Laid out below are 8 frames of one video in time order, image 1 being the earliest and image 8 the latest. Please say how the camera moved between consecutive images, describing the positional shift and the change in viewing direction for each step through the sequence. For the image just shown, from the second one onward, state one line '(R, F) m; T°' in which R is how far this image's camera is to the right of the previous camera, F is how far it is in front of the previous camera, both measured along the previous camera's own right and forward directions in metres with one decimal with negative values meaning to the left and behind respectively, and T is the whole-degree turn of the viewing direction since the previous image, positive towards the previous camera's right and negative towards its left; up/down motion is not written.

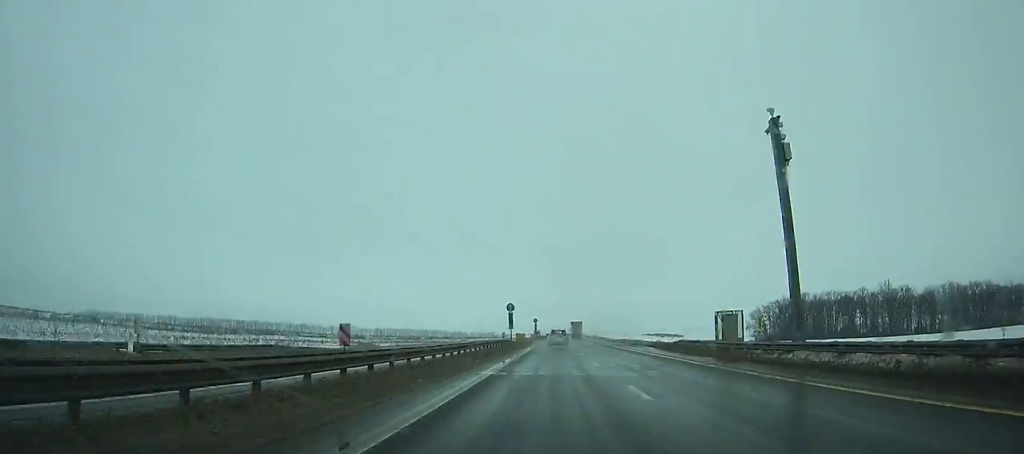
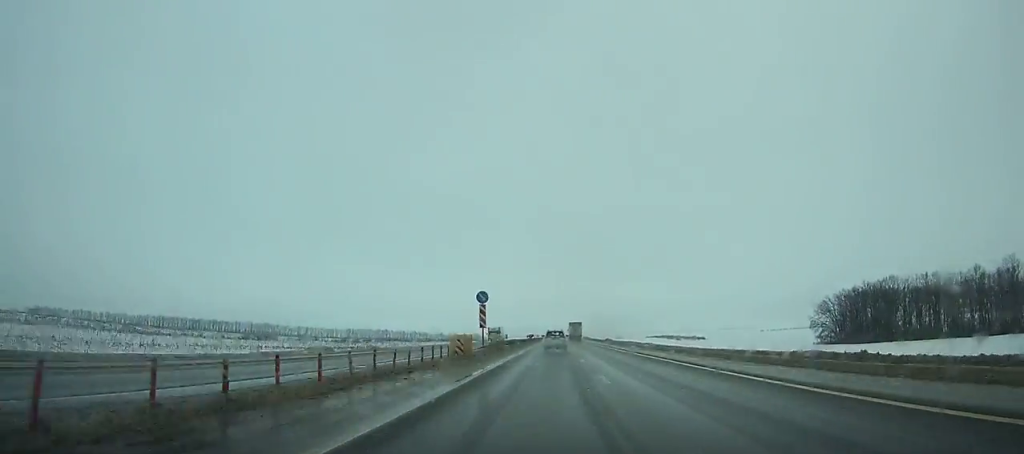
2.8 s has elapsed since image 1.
(+0.8, +82.2) m; +1°
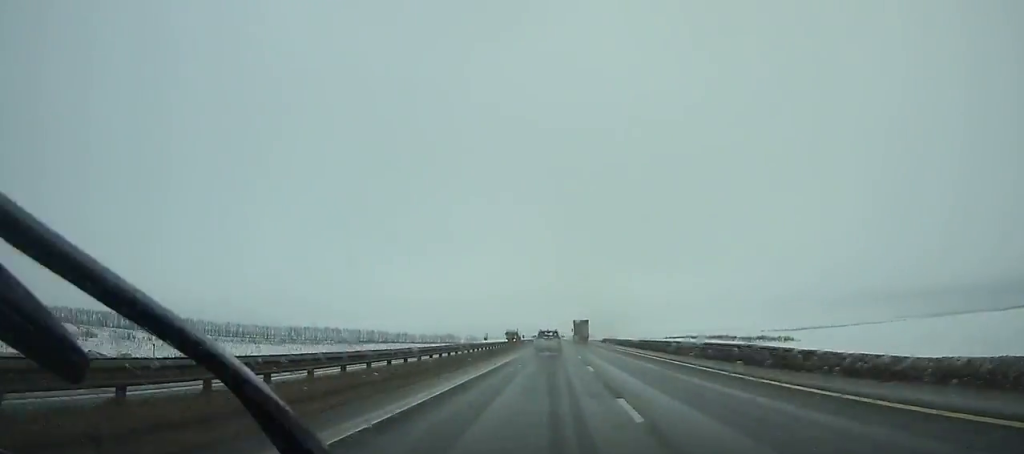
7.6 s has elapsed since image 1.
(+1.6, +140.9) m; +1°
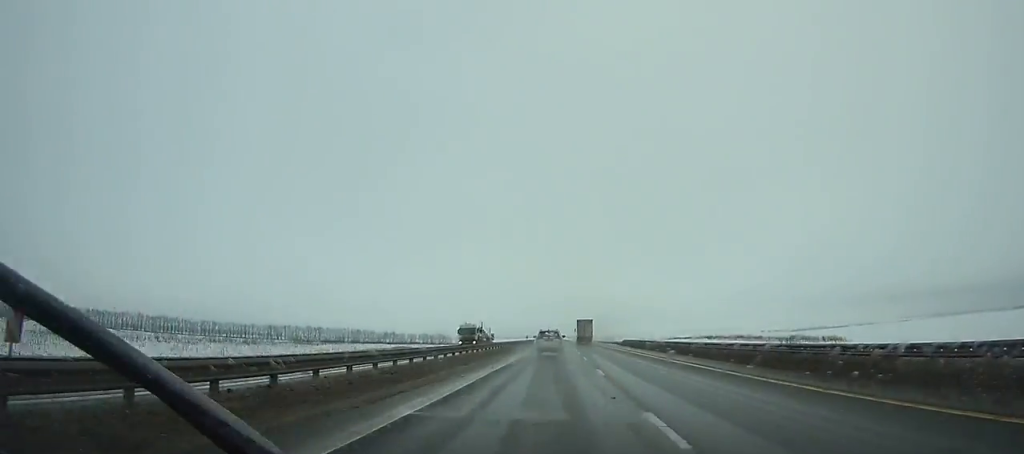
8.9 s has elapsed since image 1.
(-0.1, +38.4) m; 0°
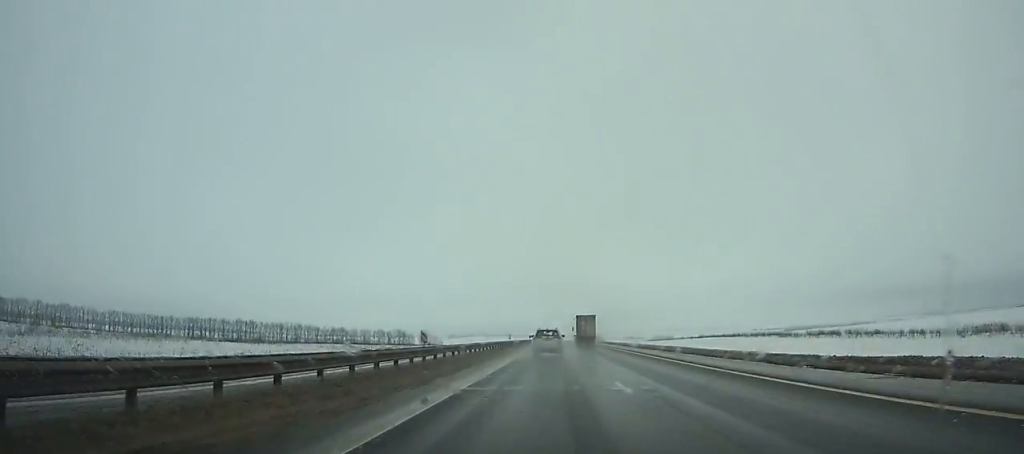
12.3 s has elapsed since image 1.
(+1.1, +101.8) m; +1°
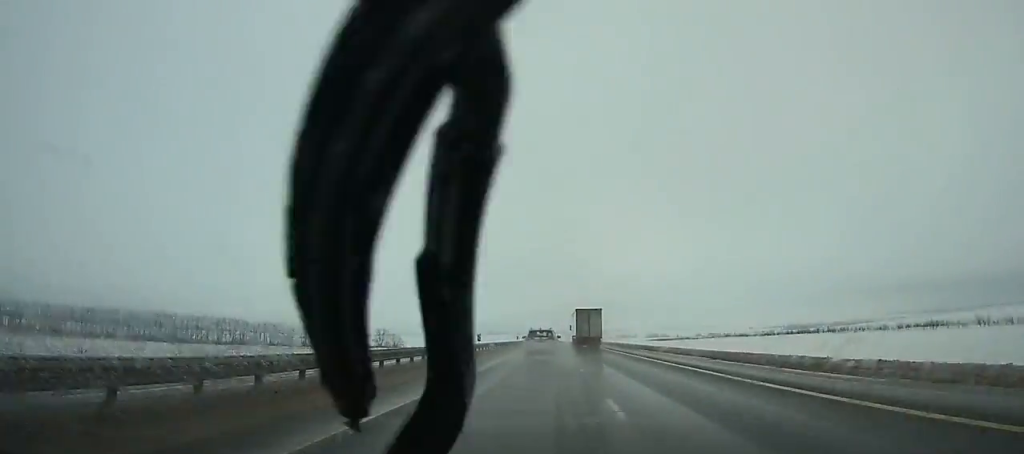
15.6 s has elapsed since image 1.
(+0.8, +99.8) m; +1°
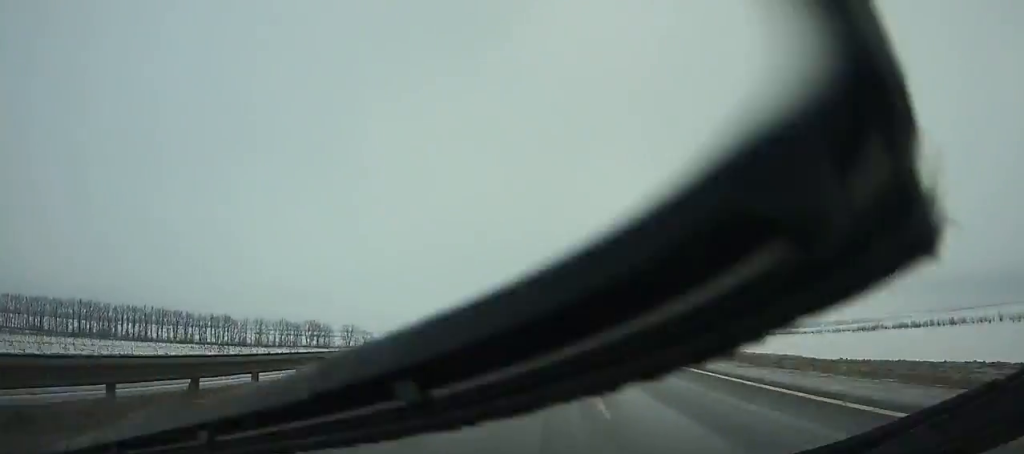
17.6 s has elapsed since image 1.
(+0.3, +60.6) m; 0°
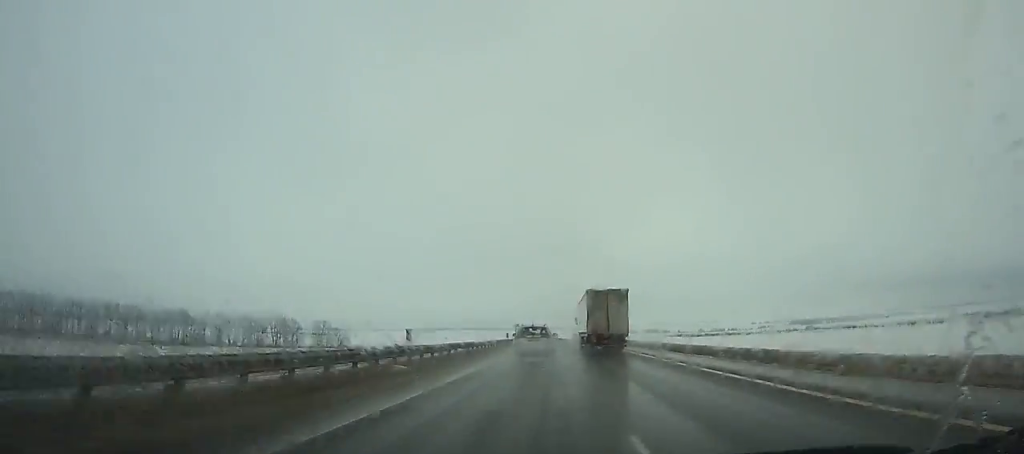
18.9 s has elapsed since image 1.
(+0.1, +39.1) m; 0°
